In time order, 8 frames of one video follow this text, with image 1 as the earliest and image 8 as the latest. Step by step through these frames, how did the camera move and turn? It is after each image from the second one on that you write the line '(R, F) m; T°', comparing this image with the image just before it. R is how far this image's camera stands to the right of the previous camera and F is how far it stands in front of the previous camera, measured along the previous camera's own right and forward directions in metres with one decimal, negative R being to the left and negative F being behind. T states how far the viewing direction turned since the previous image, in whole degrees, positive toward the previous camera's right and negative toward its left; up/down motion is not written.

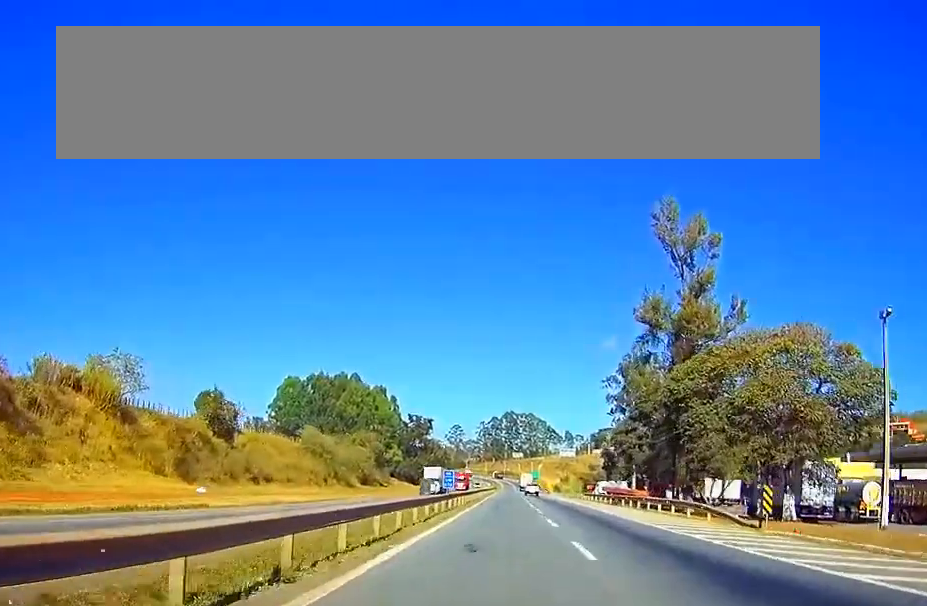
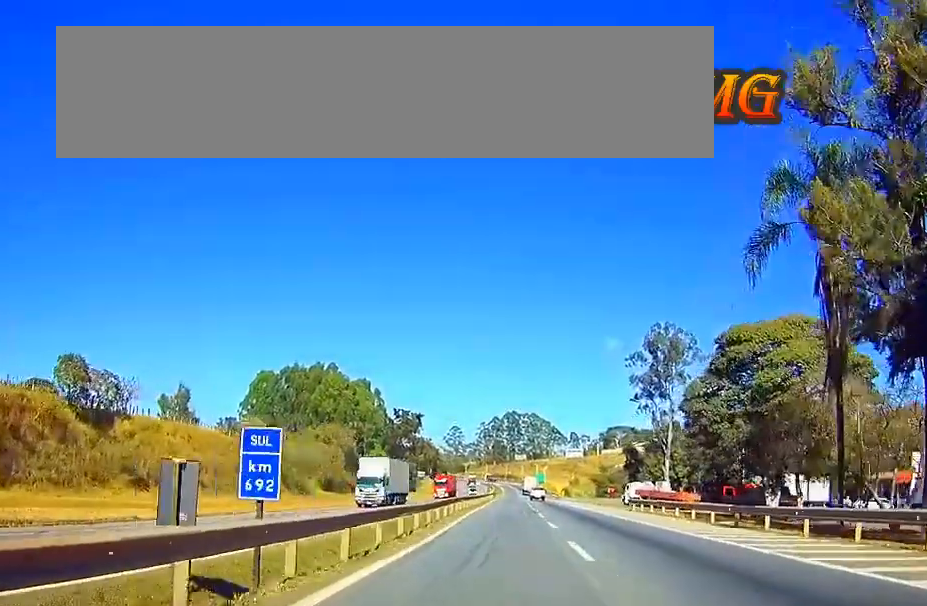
(0.0, +36.4) m; 0°
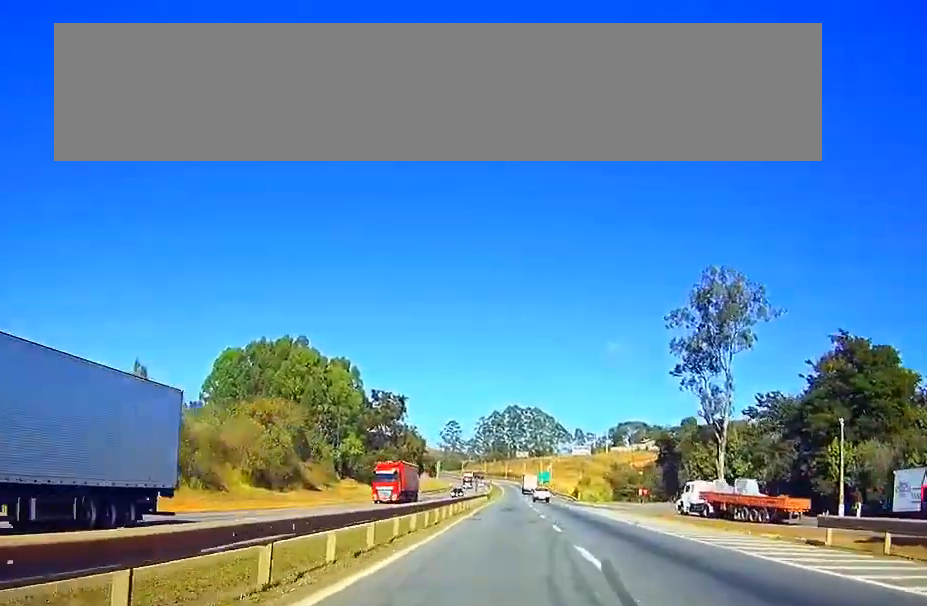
(0.0, +37.8) m; 0°
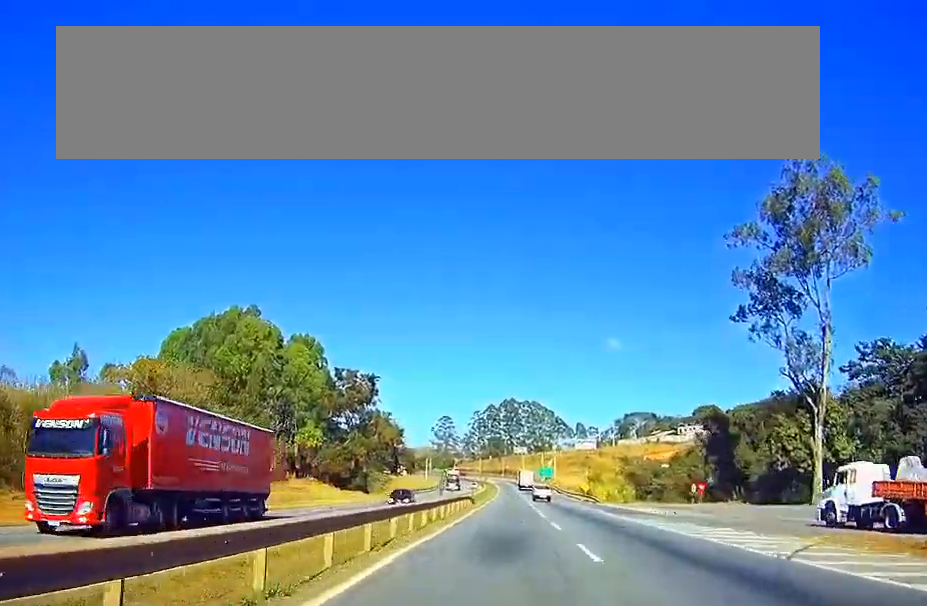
(0.0, +36.4) m; 0°
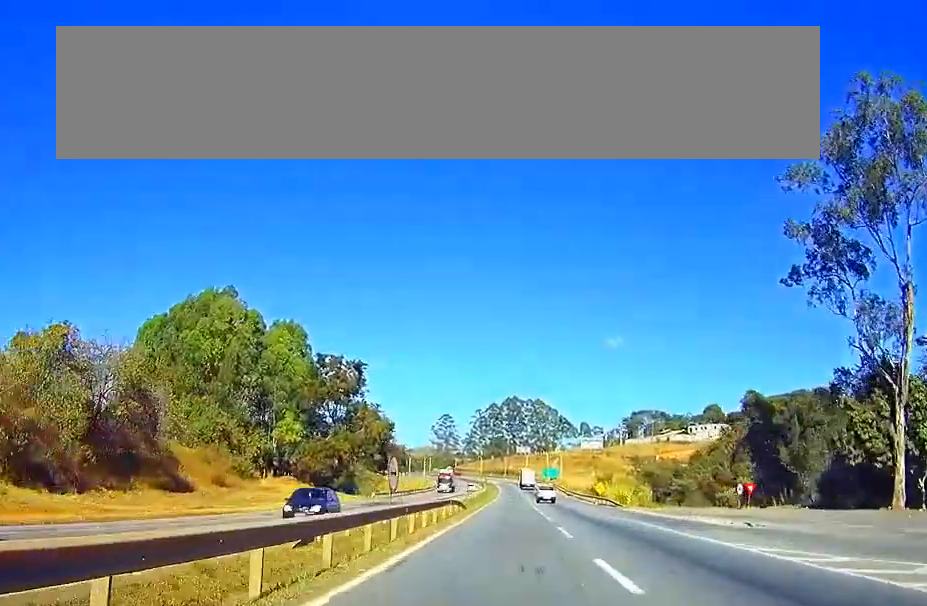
(0.0, +16.3) m; 0°
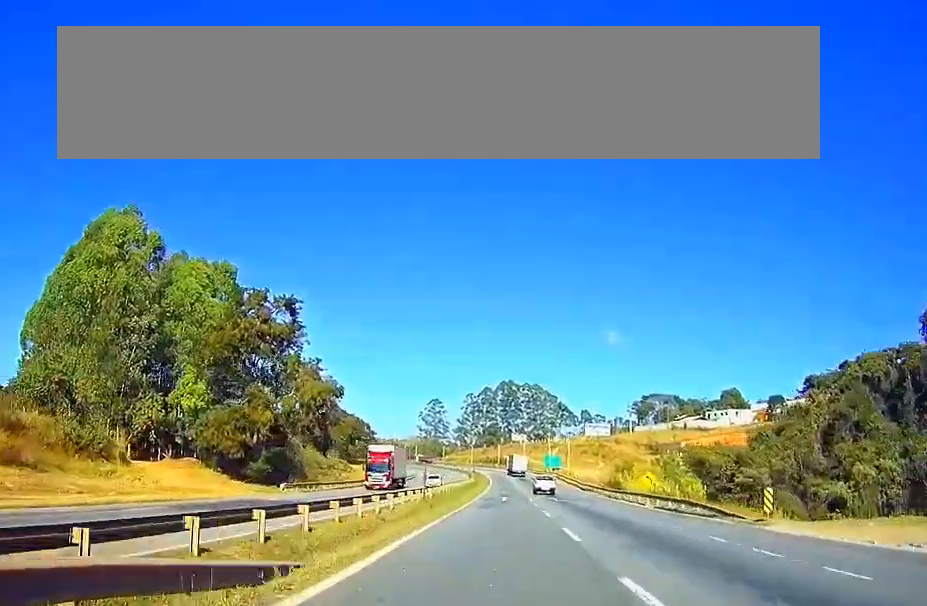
(0.0, +40.9) m; 0°
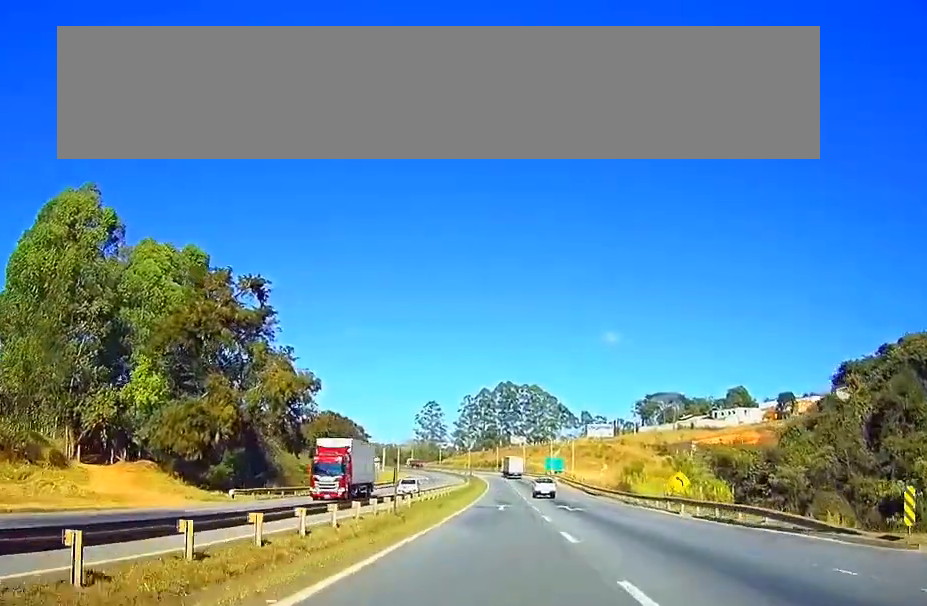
(0.0, +12.3) m; 0°
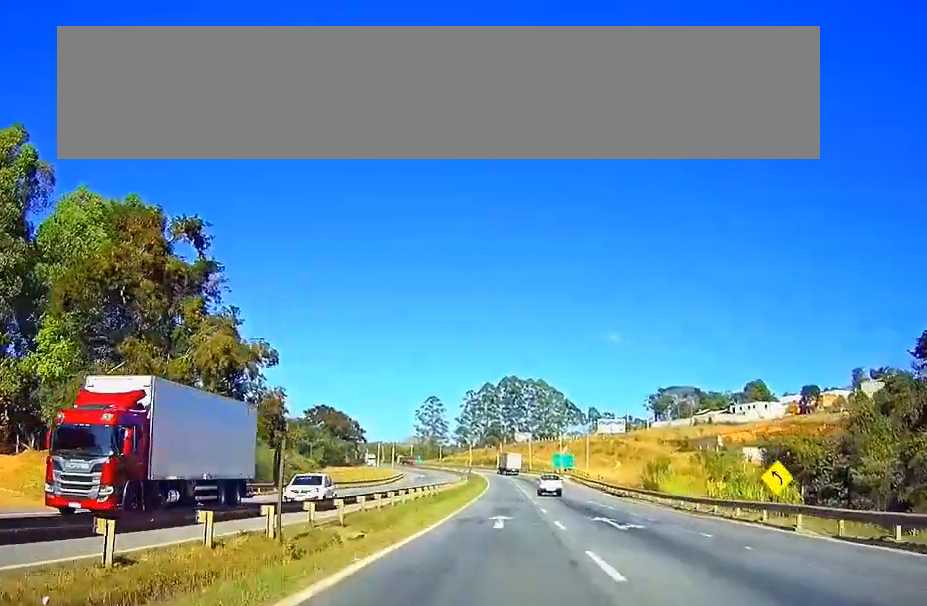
(0.0, +19.4) m; 0°
